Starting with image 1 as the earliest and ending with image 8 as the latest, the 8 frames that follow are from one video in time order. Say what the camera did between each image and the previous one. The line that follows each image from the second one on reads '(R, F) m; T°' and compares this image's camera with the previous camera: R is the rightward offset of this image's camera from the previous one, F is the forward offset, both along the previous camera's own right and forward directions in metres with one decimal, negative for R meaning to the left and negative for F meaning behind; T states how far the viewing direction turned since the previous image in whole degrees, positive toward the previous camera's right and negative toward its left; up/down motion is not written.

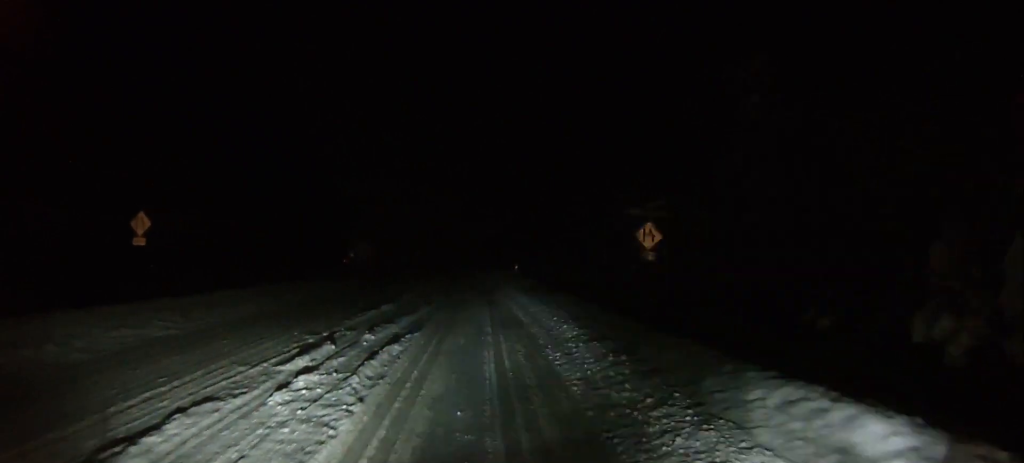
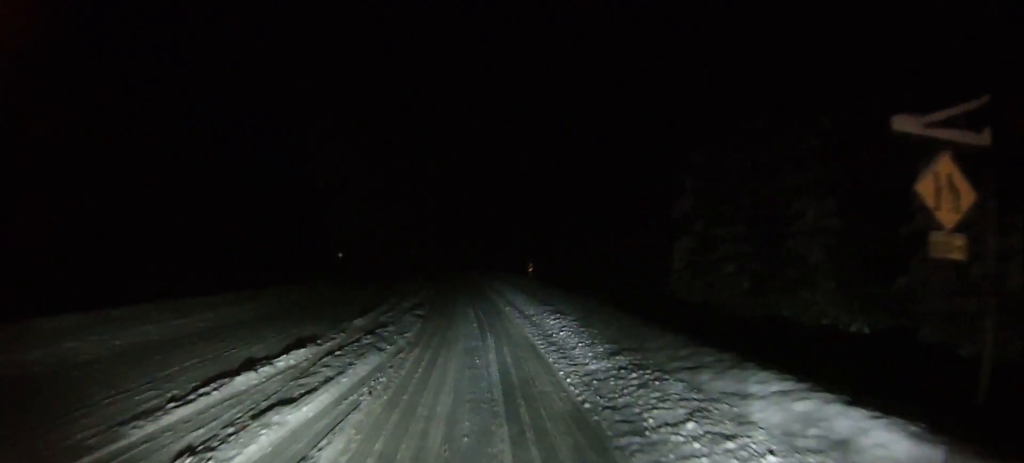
(-0.8, +15.5) m; -3°
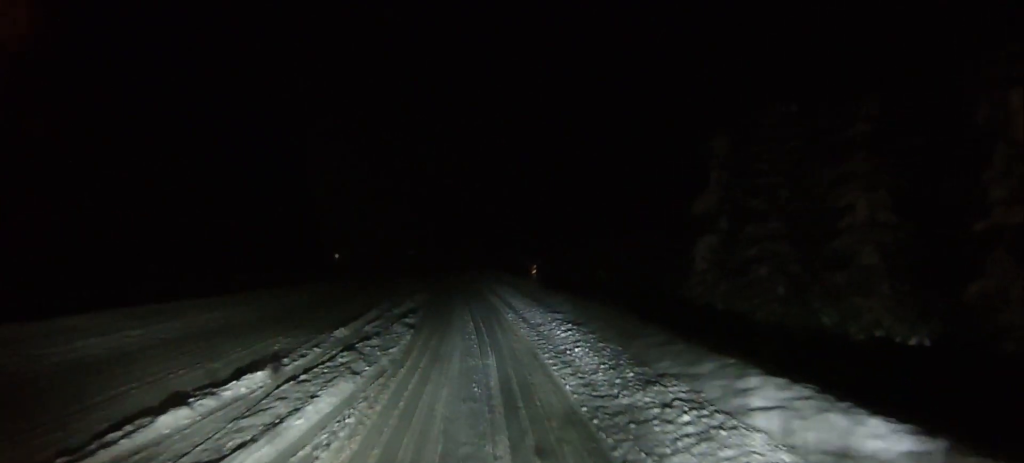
(0.0, +3.1) m; +1°
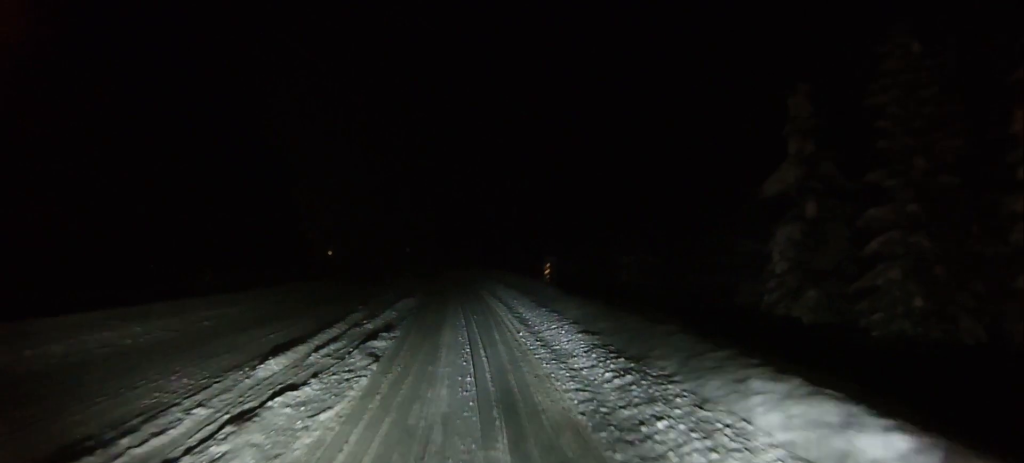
(0.0, +7.4) m; -2°
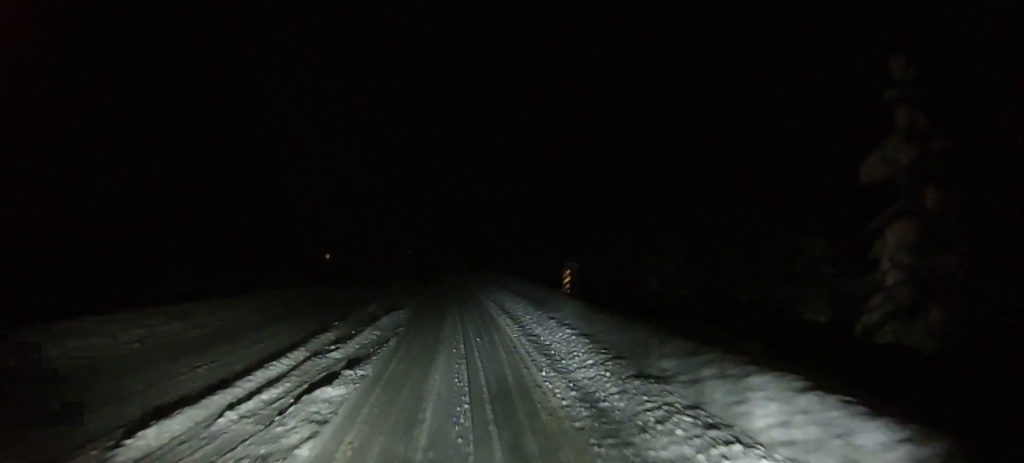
(-0.1, +5.8) m; +1°
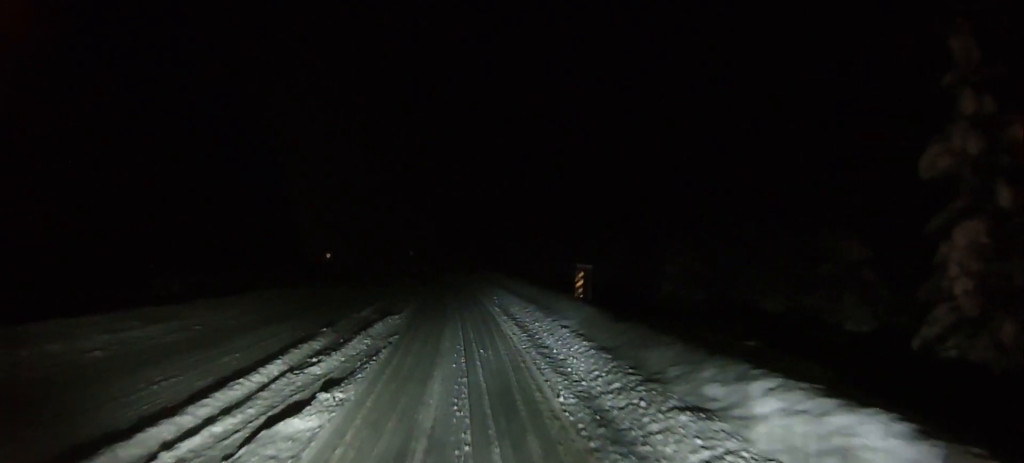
(0.0, +2.4) m; +1°
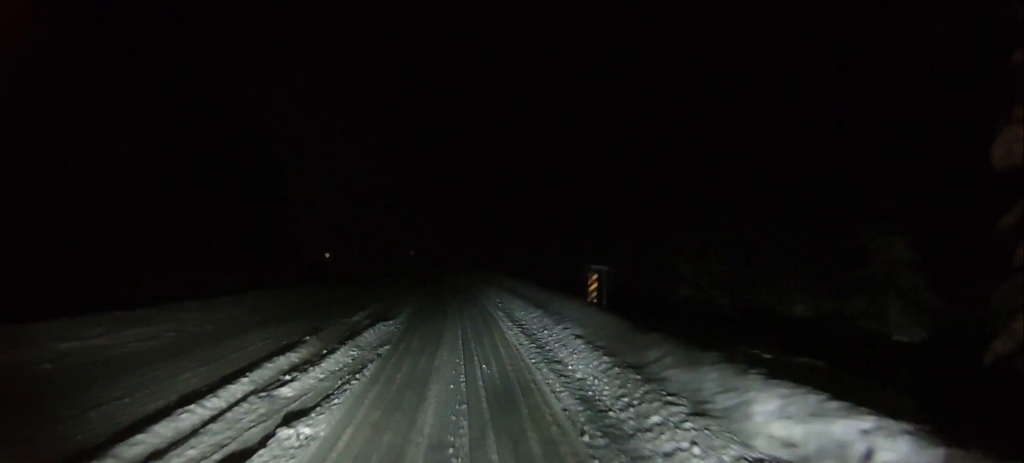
(+0.1, +2.4) m; 0°
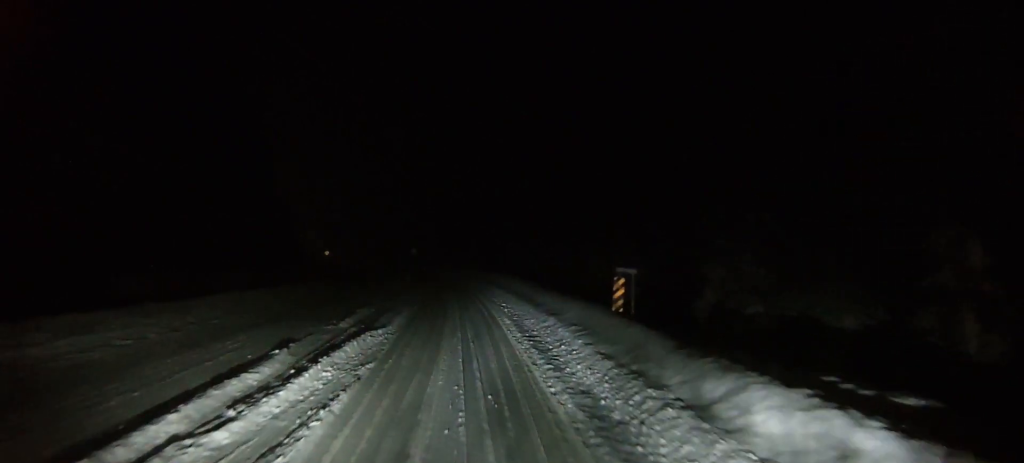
(0.0, +3.4) m; 0°
